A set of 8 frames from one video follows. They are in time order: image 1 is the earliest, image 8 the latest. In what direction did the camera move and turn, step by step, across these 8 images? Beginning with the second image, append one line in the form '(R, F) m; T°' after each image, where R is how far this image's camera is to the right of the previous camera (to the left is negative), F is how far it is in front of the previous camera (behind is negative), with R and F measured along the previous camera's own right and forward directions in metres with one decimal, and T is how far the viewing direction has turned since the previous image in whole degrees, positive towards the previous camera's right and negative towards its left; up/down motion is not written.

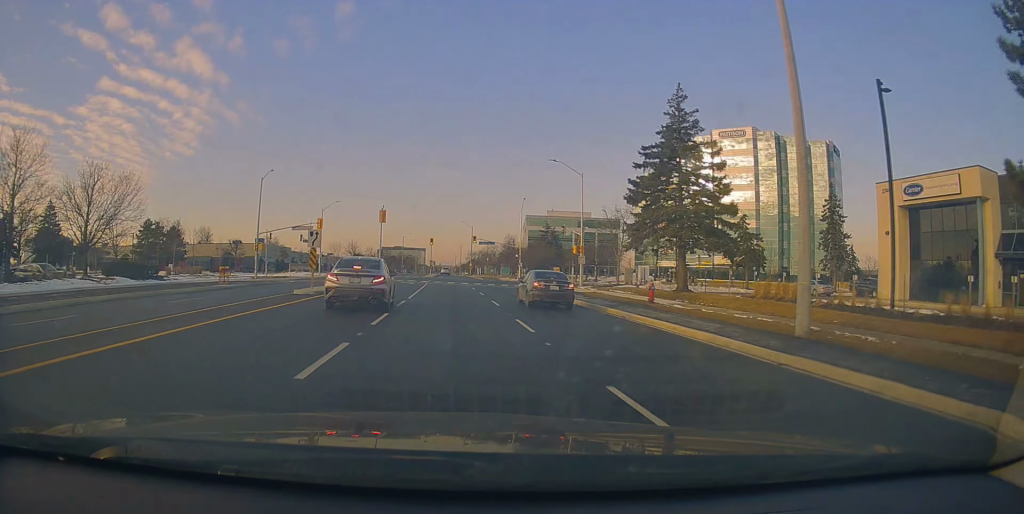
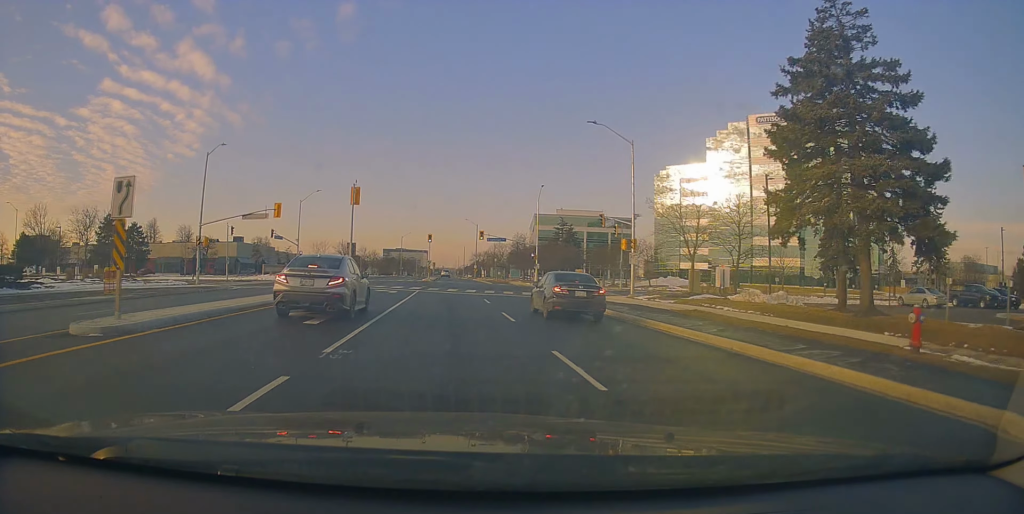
(+0.2, +14.9) m; 0°
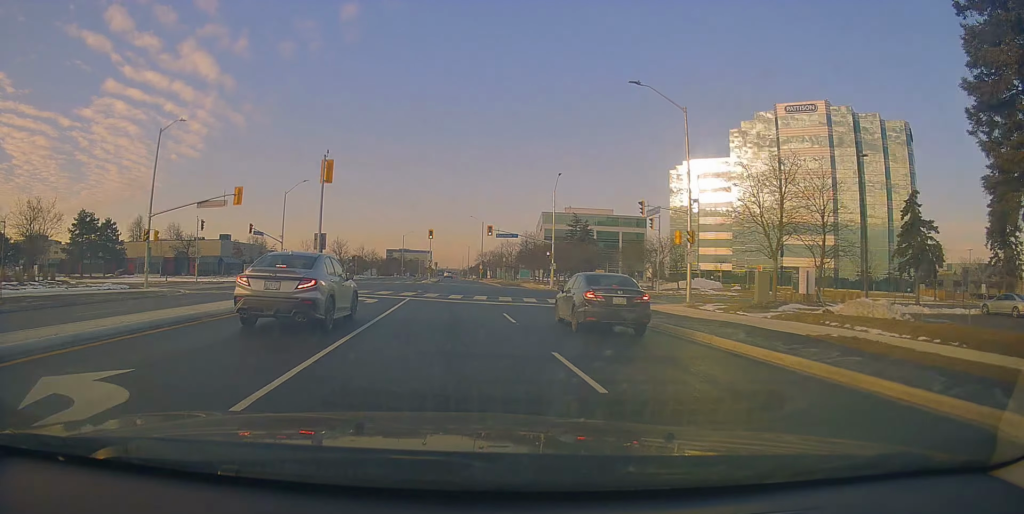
(0.0, +9.1) m; 0°
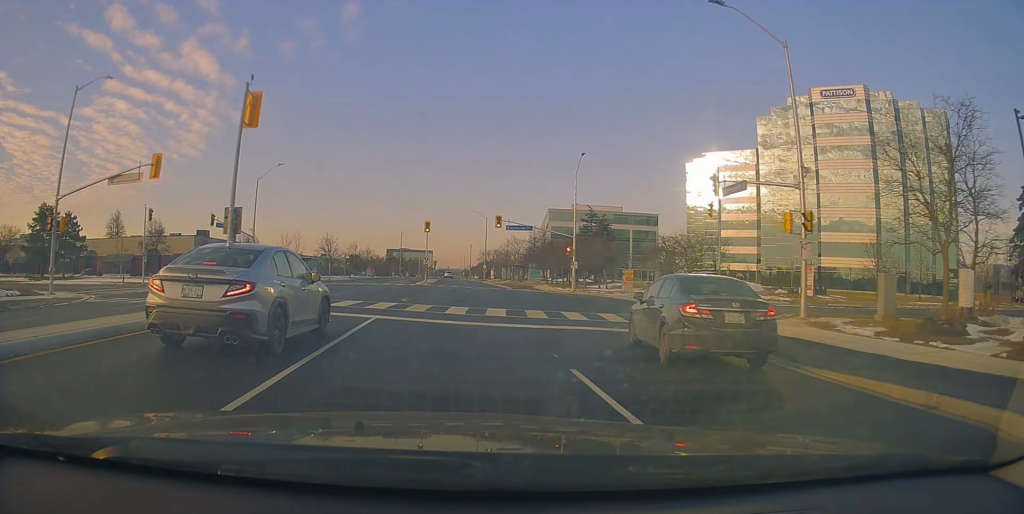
(-0.2, +10.7) m; 0°
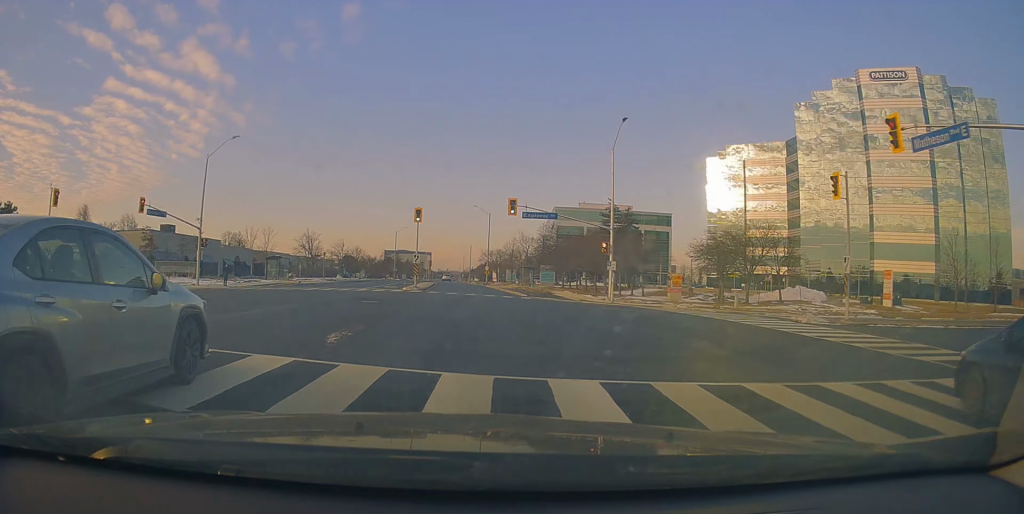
(+0.2, +12.8) m; -1°
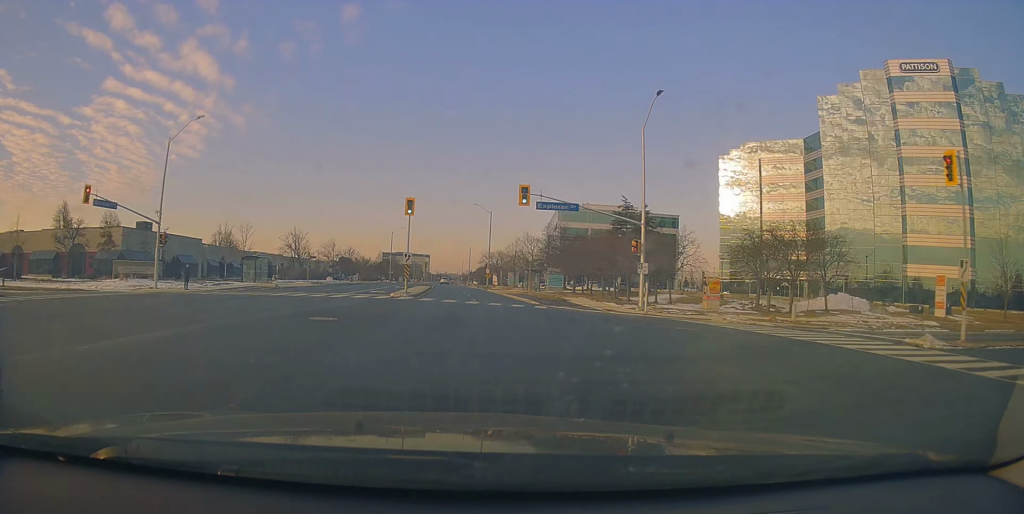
(+0.1, +7.0) m; 0°
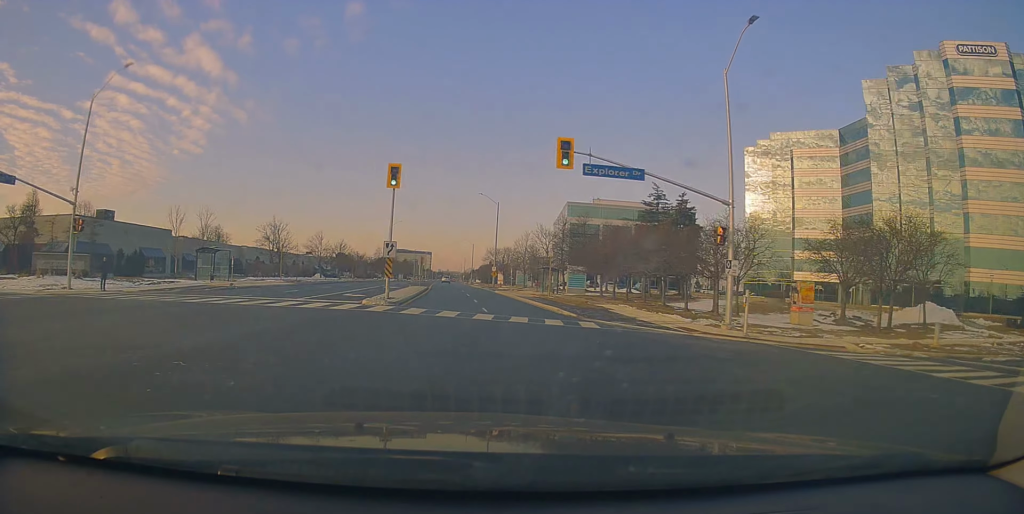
(-0.4, +10.8) m; 0°
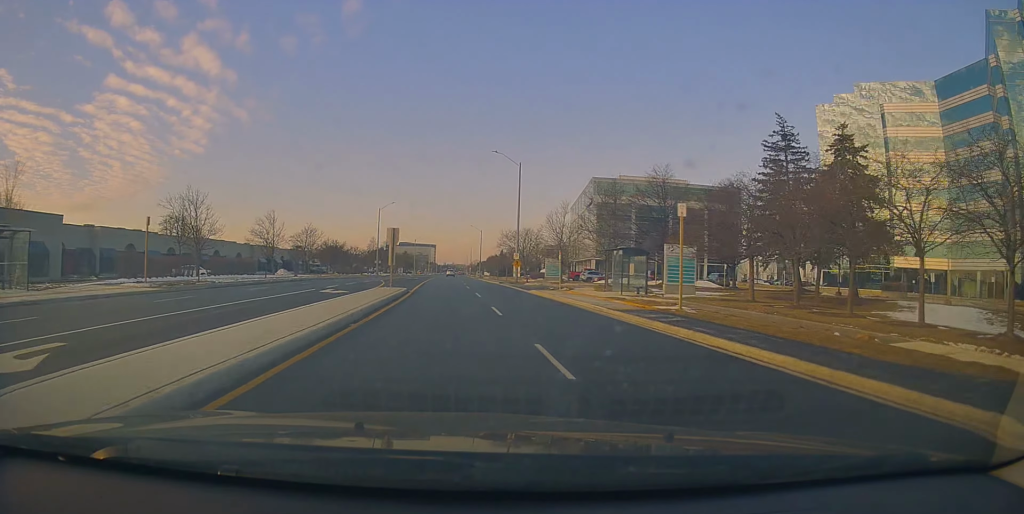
(+0.5, +25.5) m; 0°
